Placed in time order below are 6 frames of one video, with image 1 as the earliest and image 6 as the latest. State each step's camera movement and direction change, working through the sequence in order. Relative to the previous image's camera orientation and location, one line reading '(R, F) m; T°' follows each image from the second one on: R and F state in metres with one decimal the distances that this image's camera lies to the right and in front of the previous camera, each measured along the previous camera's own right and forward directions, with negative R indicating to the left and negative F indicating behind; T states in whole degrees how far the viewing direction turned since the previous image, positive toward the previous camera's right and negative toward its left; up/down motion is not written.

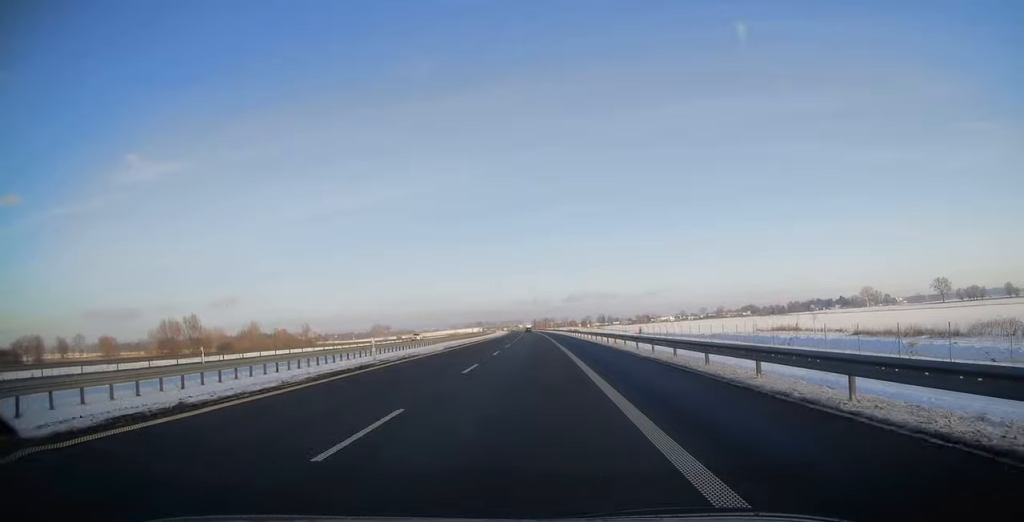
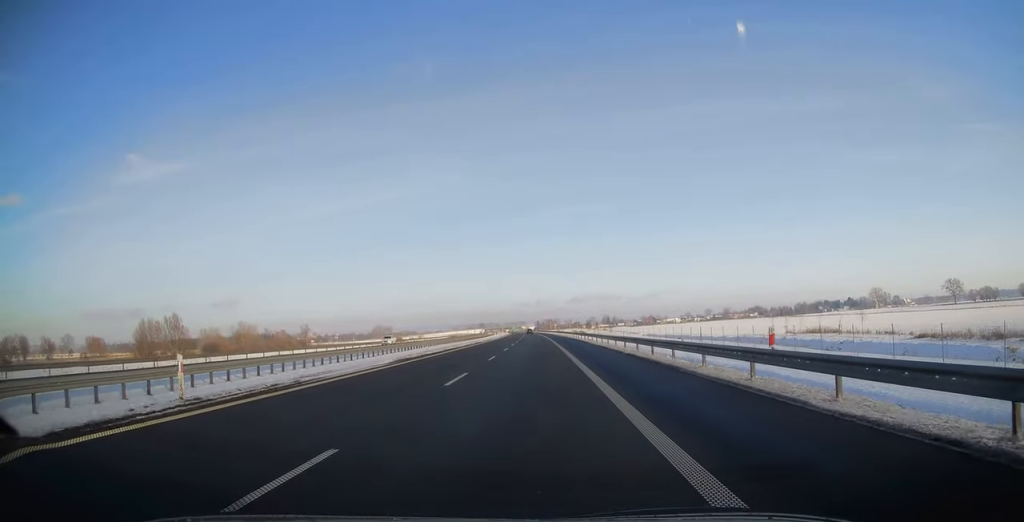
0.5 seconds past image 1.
(0.0, +15.4) m; 0°
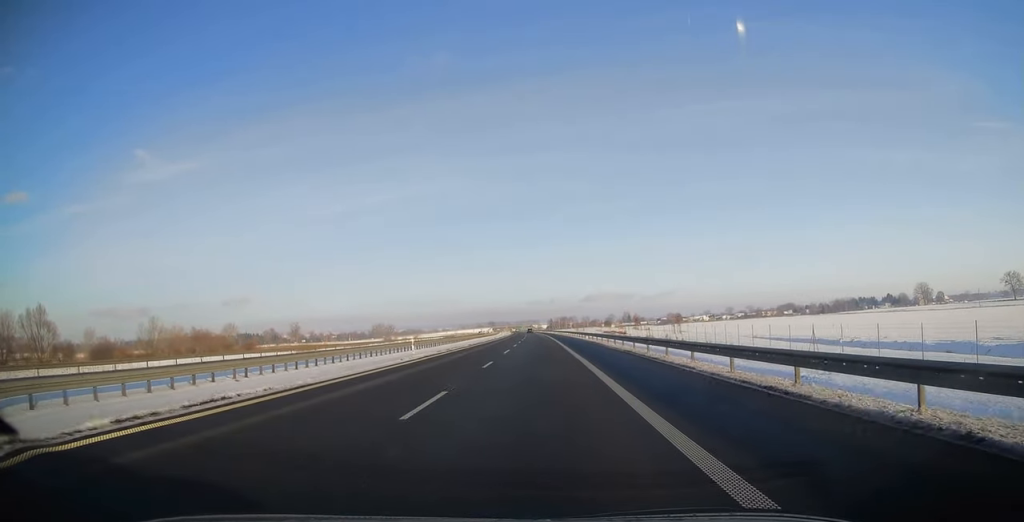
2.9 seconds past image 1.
(-1.3, +77.5) m; -2°
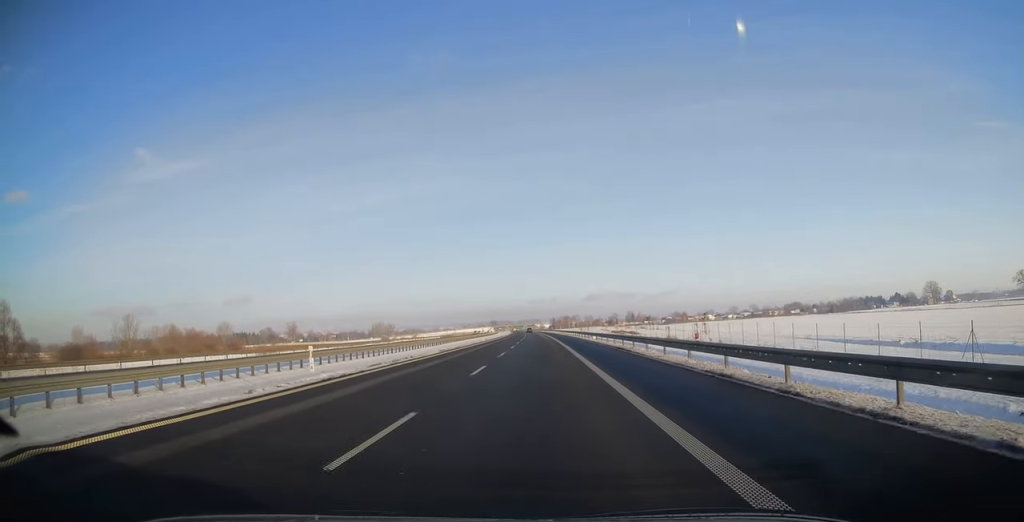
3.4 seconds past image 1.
(0.0, +15.4) m; 0°
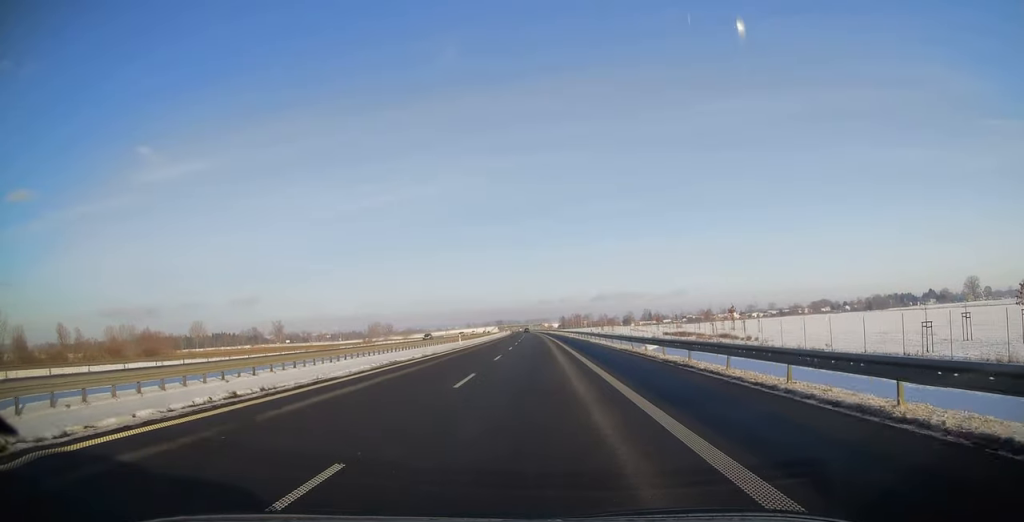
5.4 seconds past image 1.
(-0.9, +63.8) m; -2°
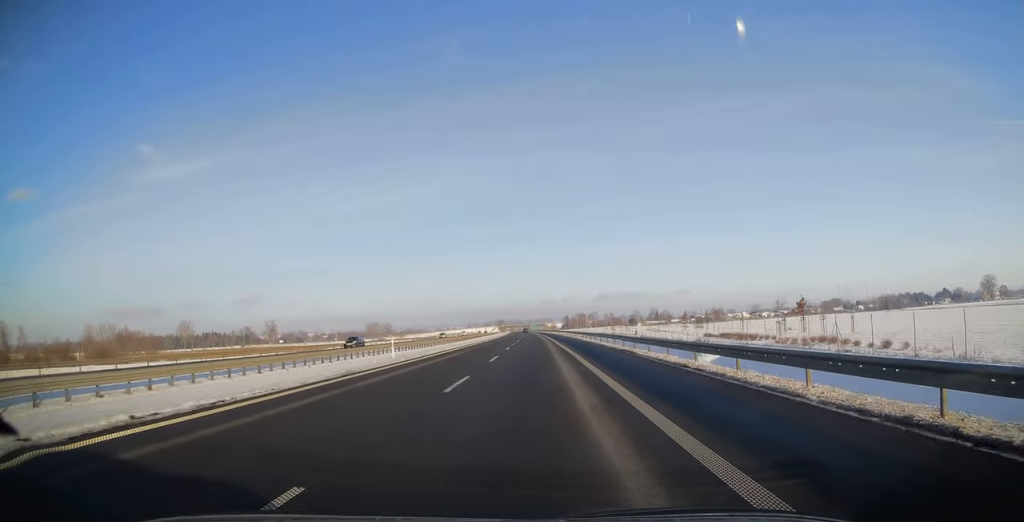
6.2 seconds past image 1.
(0.0, +24.9) m; 0°
